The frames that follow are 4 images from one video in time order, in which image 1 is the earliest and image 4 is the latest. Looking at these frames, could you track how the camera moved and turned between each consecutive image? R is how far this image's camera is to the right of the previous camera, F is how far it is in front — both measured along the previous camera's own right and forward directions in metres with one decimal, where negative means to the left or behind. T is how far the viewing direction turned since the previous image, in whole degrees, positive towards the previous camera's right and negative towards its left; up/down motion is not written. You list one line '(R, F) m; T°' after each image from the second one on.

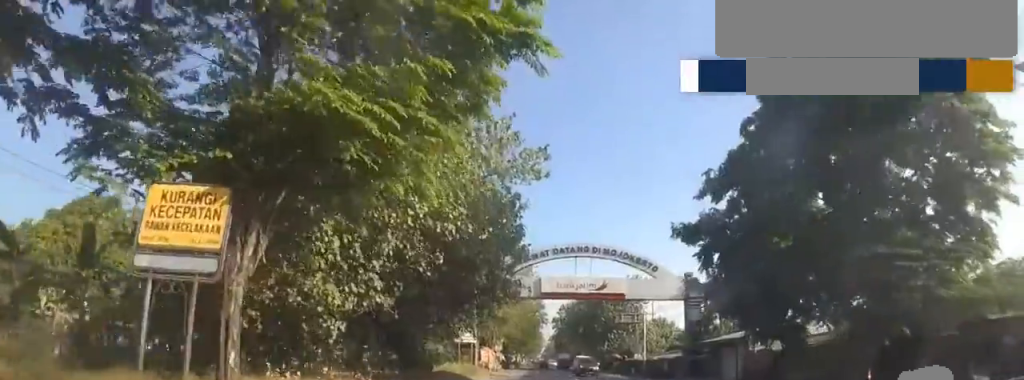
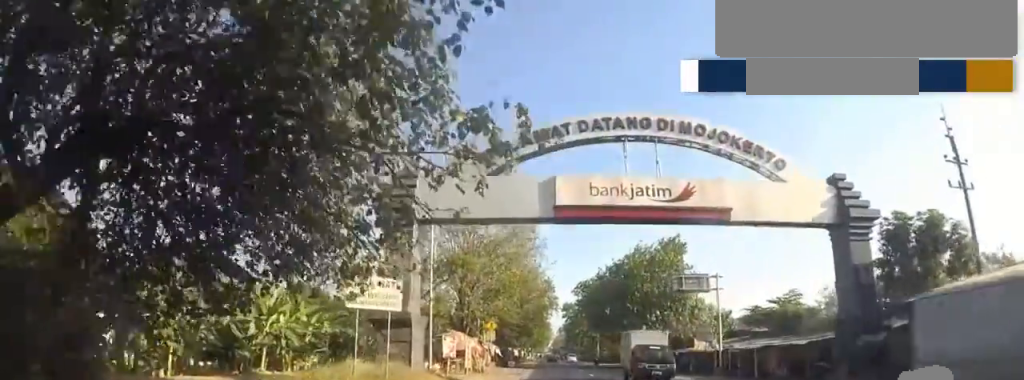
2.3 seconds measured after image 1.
(0.0, +19.8) m; 0°
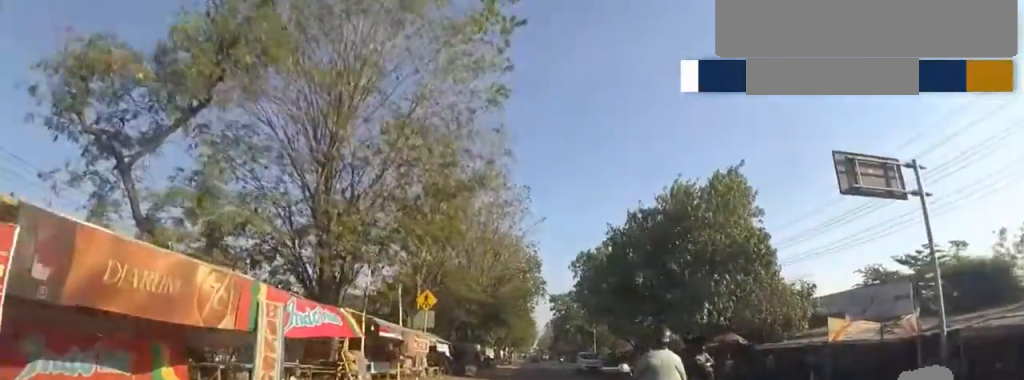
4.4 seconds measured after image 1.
(0.0, +19.0) m; 0°
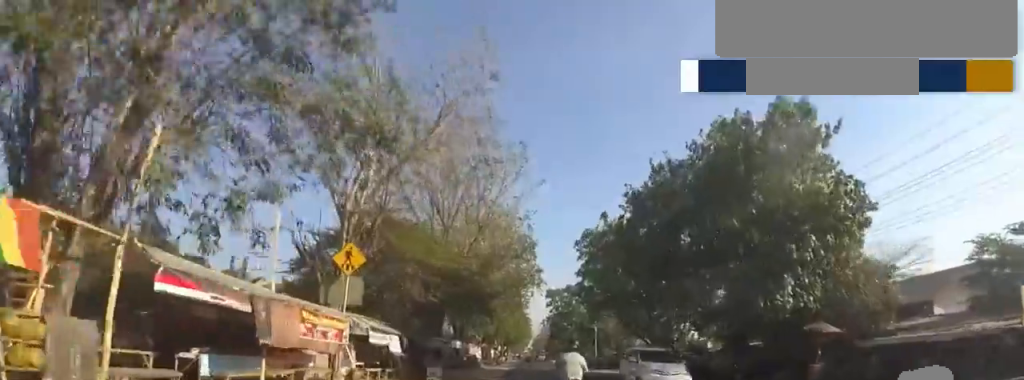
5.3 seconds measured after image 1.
(0.0, +8.5) m; -4°
